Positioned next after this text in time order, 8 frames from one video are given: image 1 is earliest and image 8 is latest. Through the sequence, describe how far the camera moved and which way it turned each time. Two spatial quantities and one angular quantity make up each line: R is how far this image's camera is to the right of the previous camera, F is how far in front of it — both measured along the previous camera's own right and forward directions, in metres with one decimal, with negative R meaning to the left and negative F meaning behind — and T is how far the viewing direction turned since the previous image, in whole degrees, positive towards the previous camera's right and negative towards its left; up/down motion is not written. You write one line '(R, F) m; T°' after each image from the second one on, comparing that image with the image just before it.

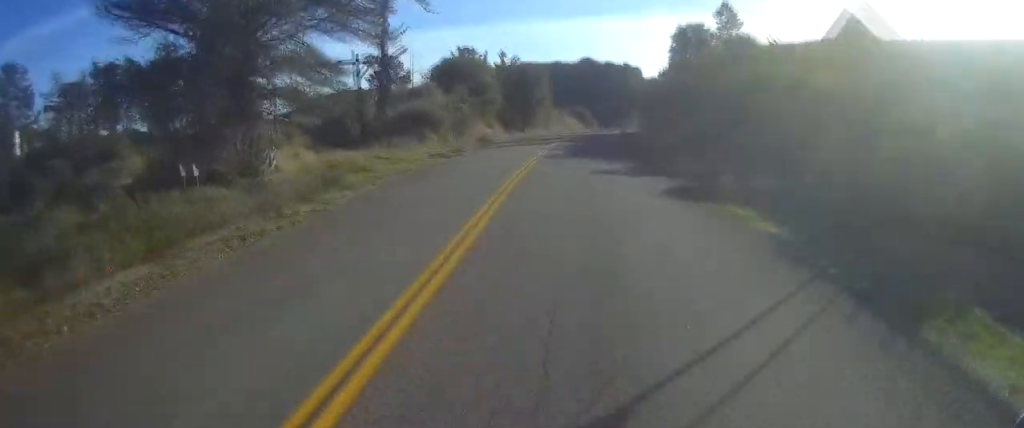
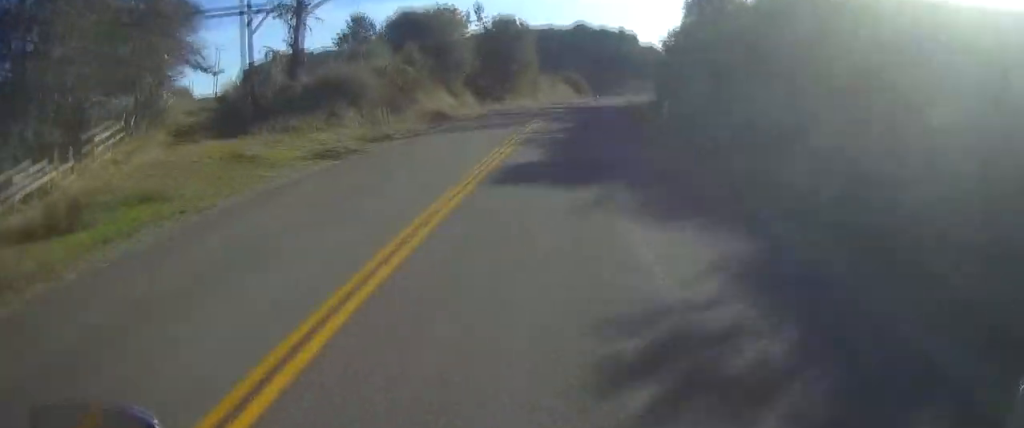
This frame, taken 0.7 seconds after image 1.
(0.0, +14.3) m; 0°
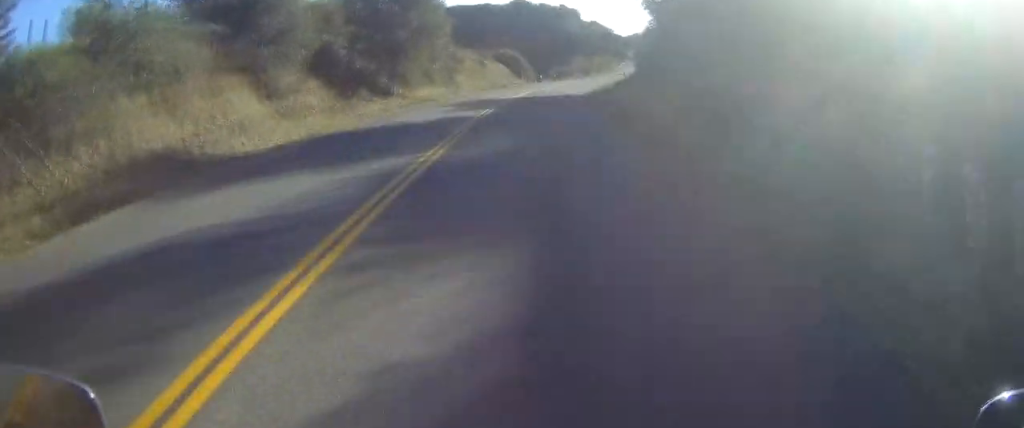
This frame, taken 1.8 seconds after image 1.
(+0.2, +22.3) m; 0°
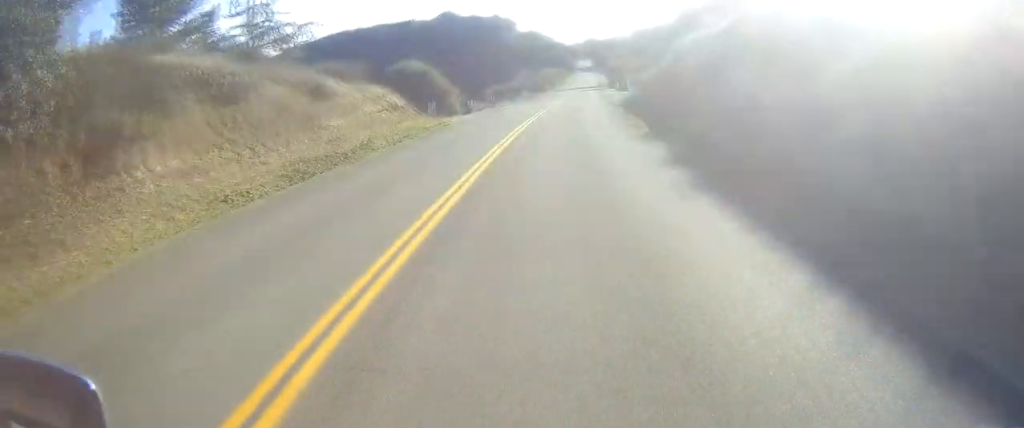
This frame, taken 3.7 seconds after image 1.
(+1.0, +40.5) m; +8°
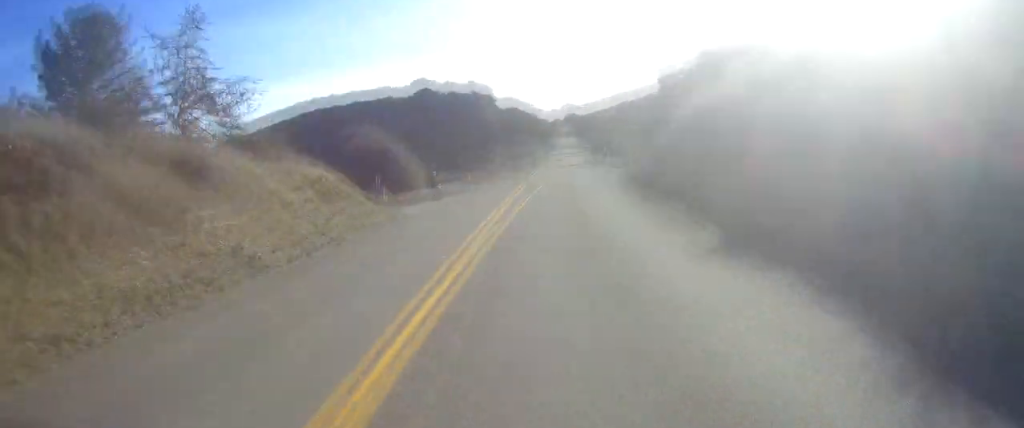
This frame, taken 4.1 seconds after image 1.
(+0.7, +9.1) m; +3°
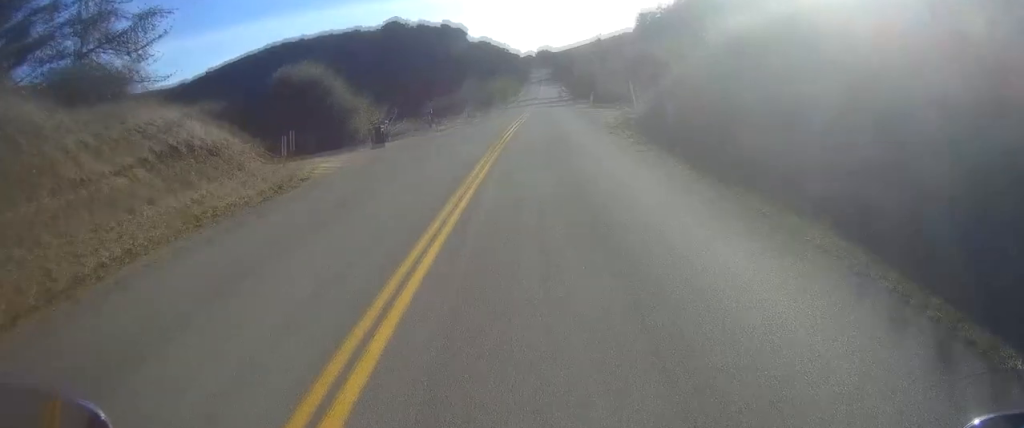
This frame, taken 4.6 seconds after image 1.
(+0.3, +9.8) m; +3°
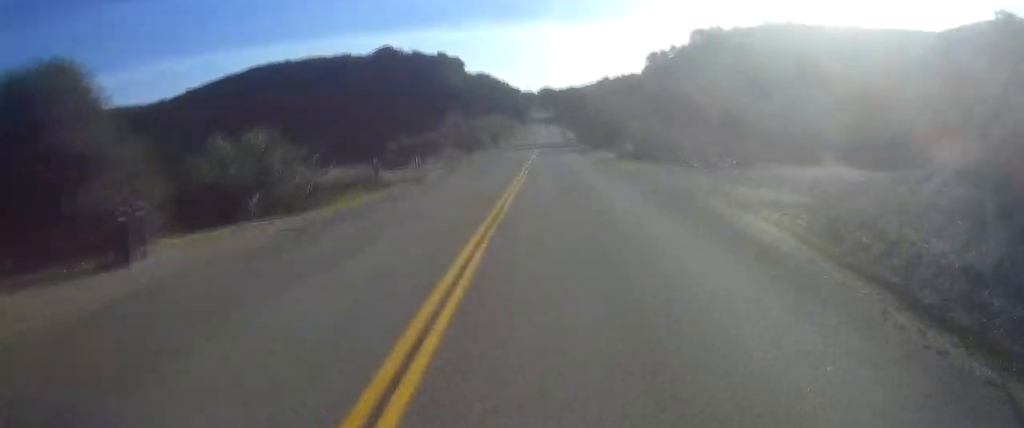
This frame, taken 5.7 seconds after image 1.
(+0.7, +23.4) m; +2°
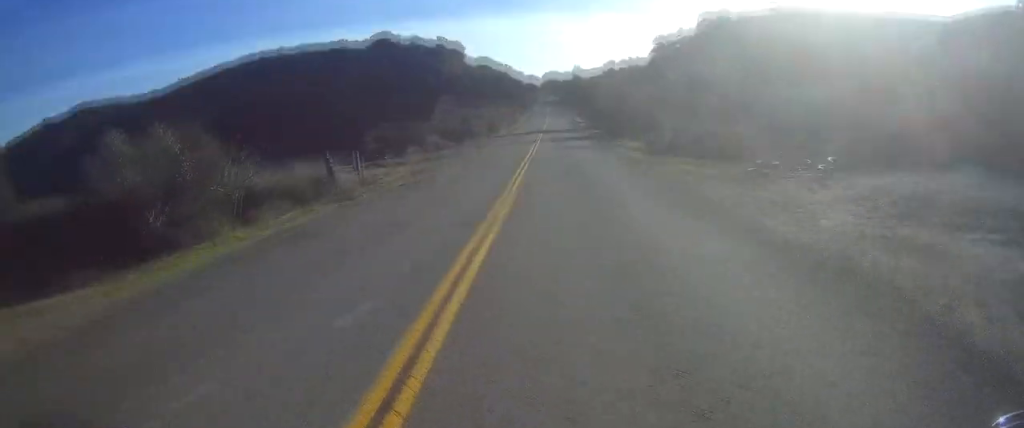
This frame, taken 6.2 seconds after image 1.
(0.0, +10.5) m; 0°
